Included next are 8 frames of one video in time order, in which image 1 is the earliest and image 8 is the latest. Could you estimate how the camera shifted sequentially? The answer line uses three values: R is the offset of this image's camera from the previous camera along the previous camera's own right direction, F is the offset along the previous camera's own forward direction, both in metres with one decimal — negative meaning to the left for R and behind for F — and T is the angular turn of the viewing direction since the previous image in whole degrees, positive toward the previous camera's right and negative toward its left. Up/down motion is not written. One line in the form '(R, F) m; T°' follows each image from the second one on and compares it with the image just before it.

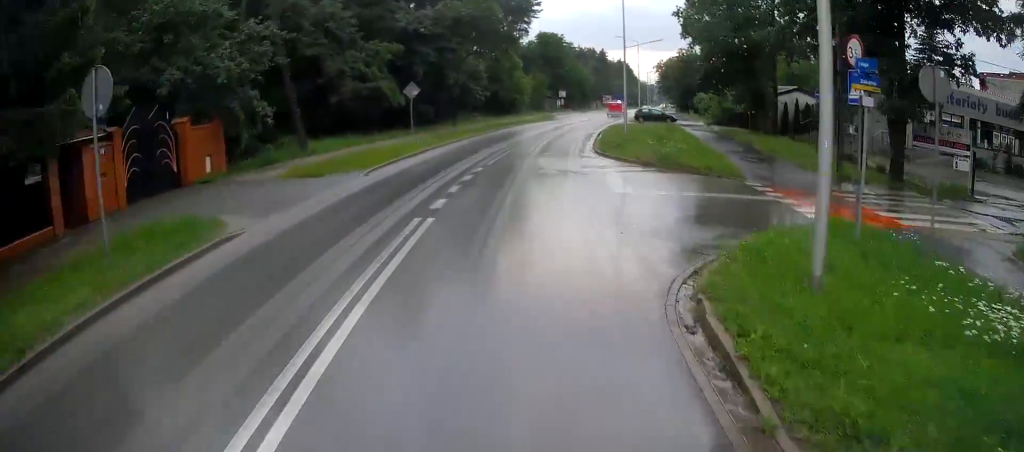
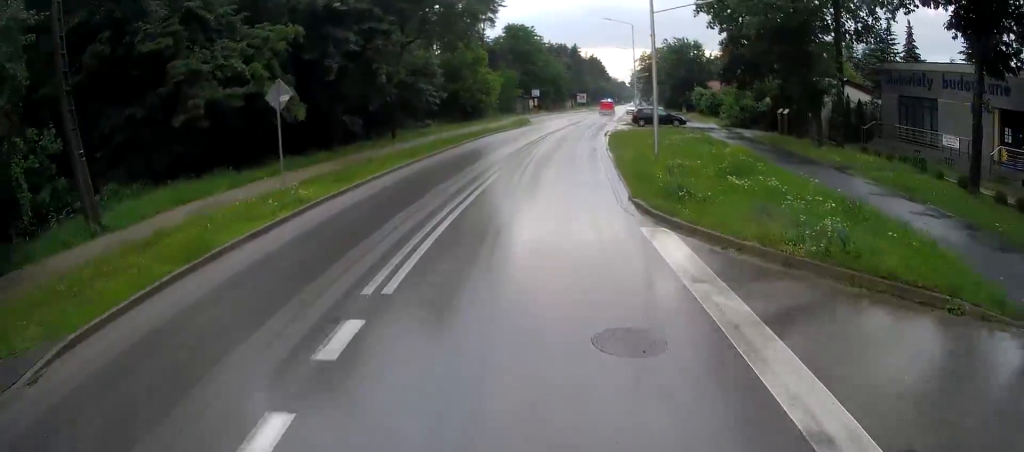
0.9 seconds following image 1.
(+0.3, +13.2) m; +3°
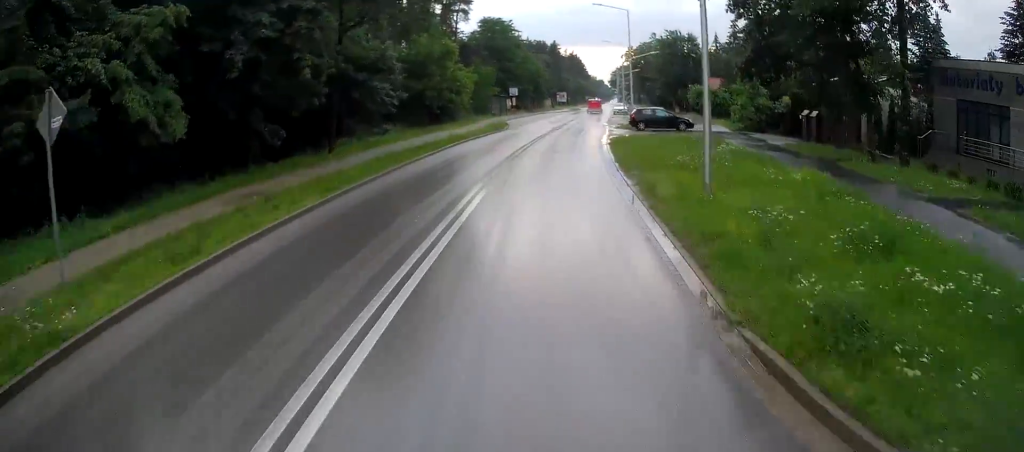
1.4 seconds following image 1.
(+0.3, +7.6) m; +2°
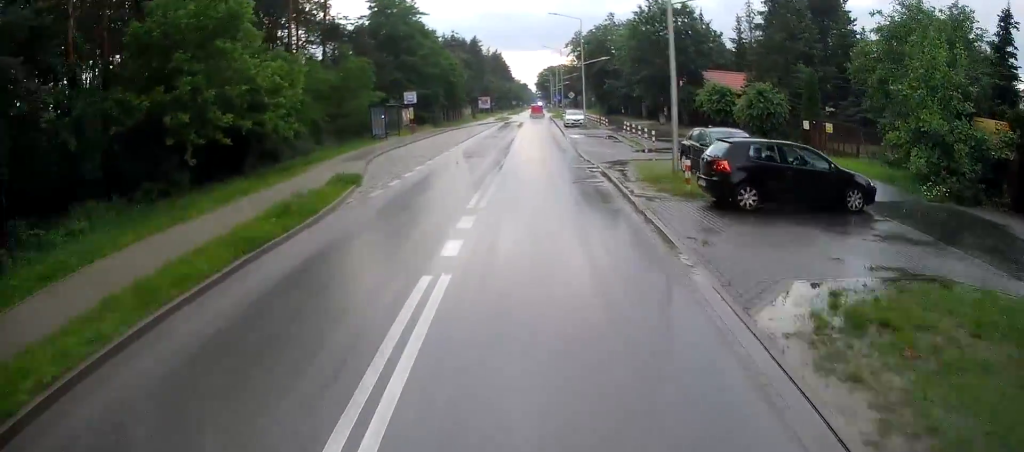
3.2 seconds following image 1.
(+1.4, +26.7) m; +5°
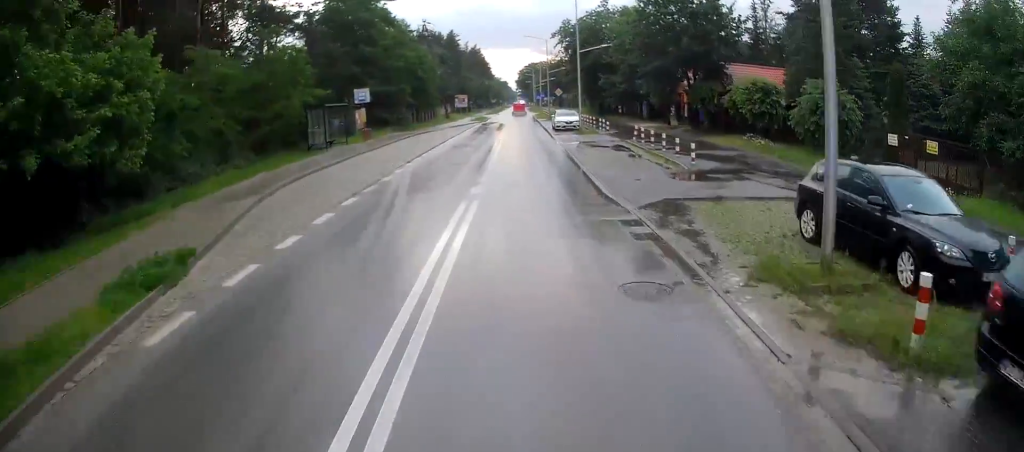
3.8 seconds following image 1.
(+0.2, +9.3) m; +1°
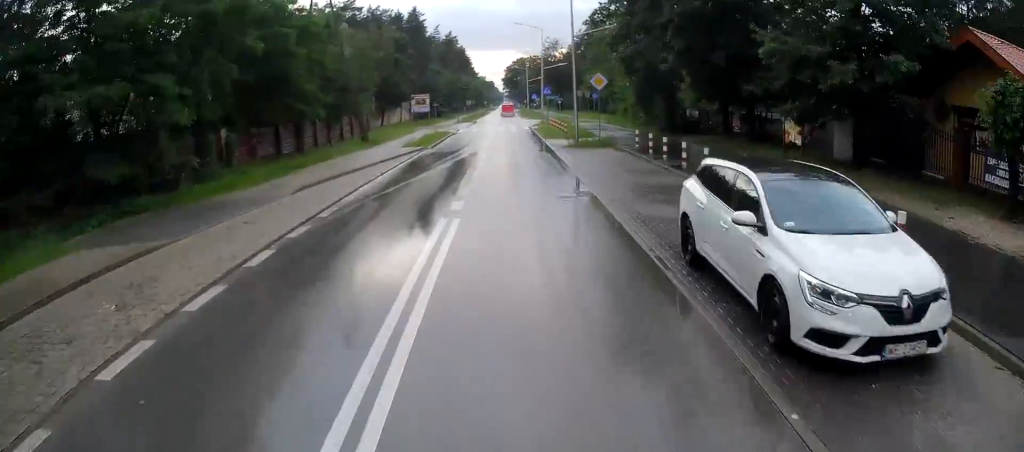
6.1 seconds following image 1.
(+1.2, +36.4) m; +4°
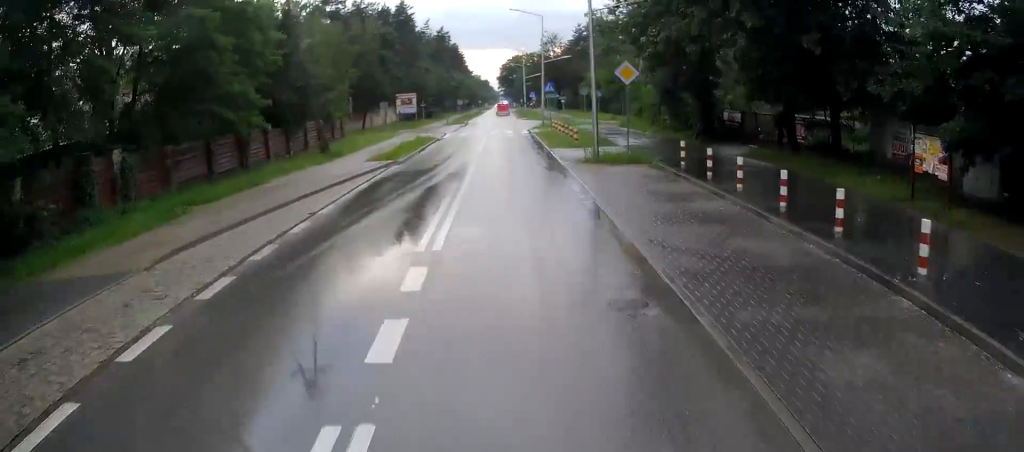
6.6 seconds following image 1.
(+0.1, +7.3) m; 0°
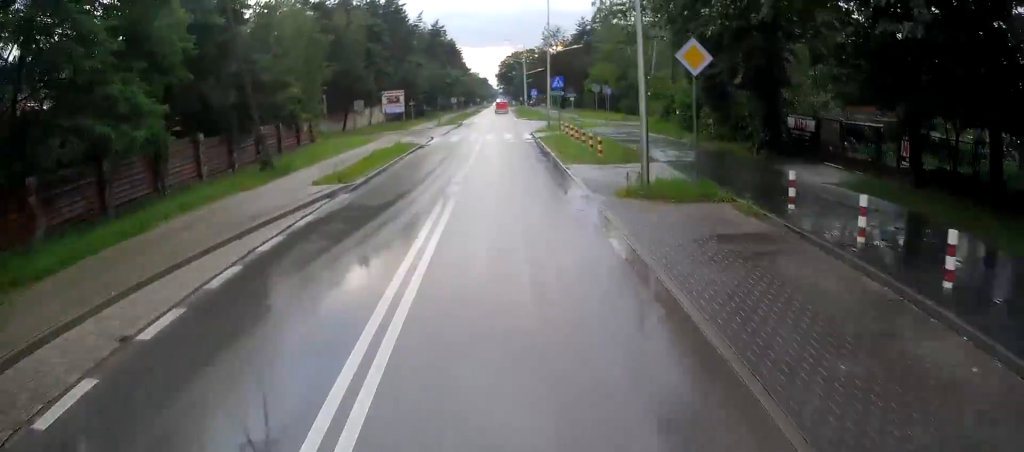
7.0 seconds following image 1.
(+0.1, +7.4) m; 0°
